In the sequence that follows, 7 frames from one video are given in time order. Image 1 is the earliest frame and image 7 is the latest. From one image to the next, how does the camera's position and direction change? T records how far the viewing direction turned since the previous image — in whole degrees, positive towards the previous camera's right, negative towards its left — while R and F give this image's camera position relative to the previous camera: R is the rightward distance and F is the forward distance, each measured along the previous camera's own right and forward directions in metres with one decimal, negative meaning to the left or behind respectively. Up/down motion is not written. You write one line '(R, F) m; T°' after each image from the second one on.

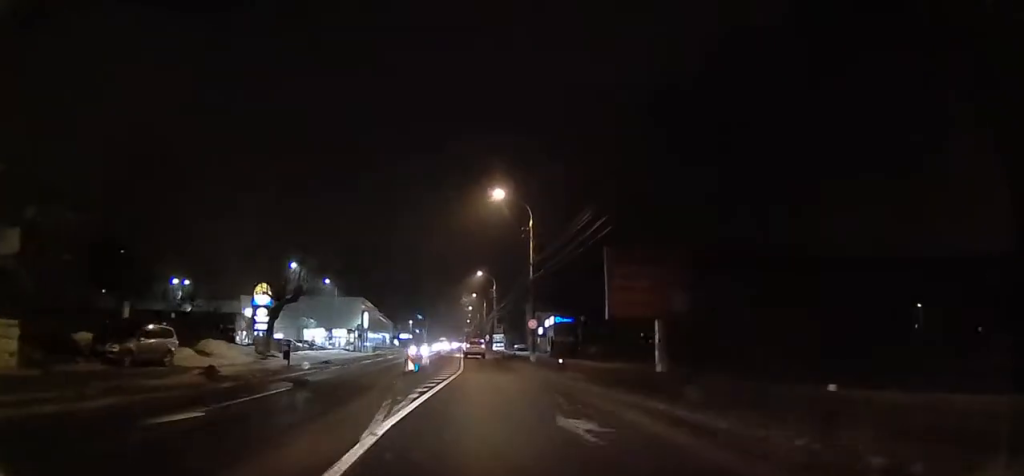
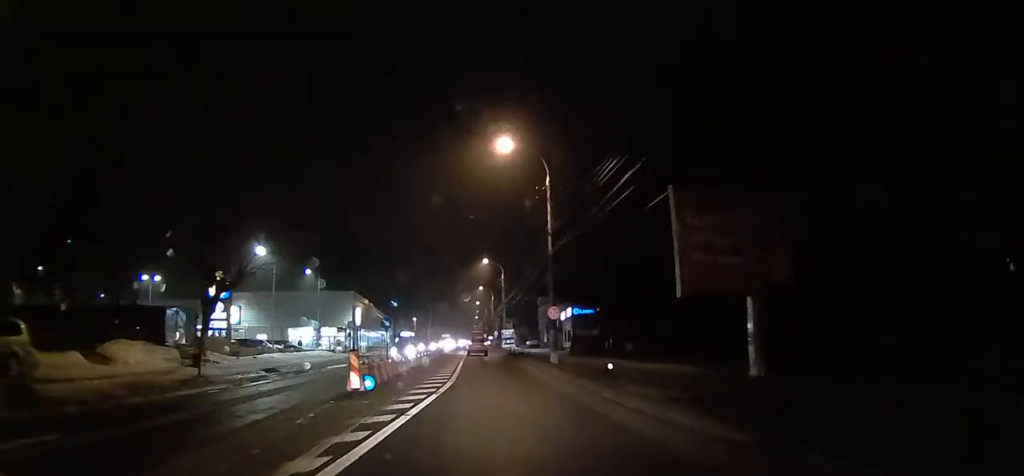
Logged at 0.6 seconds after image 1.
(-0.2, +8.8) m; -2°
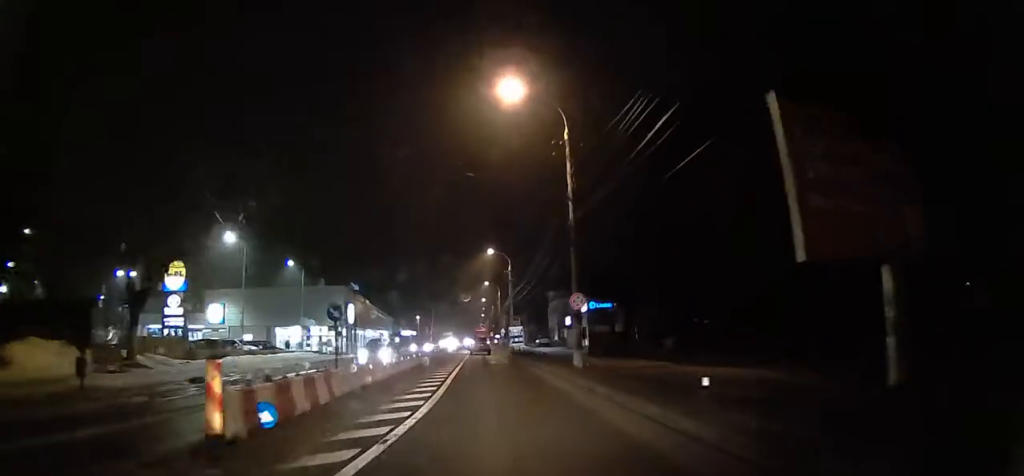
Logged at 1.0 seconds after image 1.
(-0.1, +6.3) m; -1°
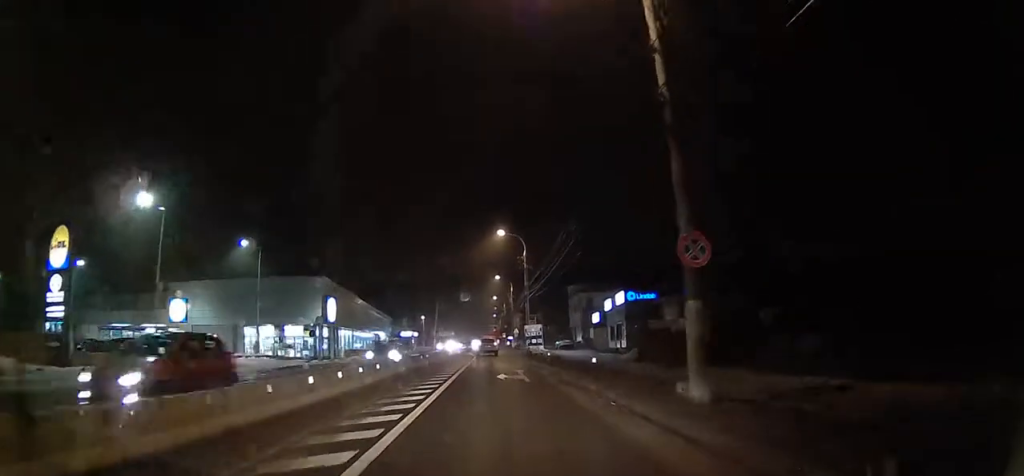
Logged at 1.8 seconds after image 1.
(-0.1, +11.6) m; -1°
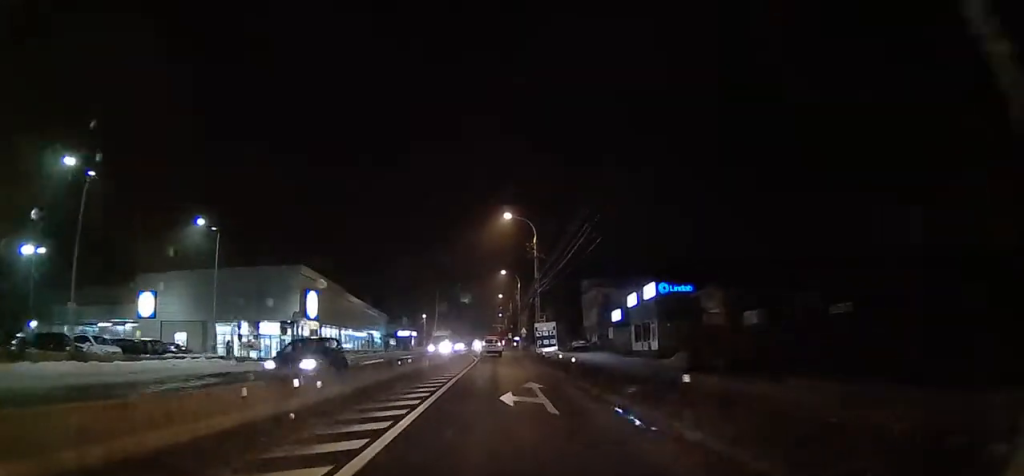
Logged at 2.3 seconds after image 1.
(0.0, +7.1) m; -2°
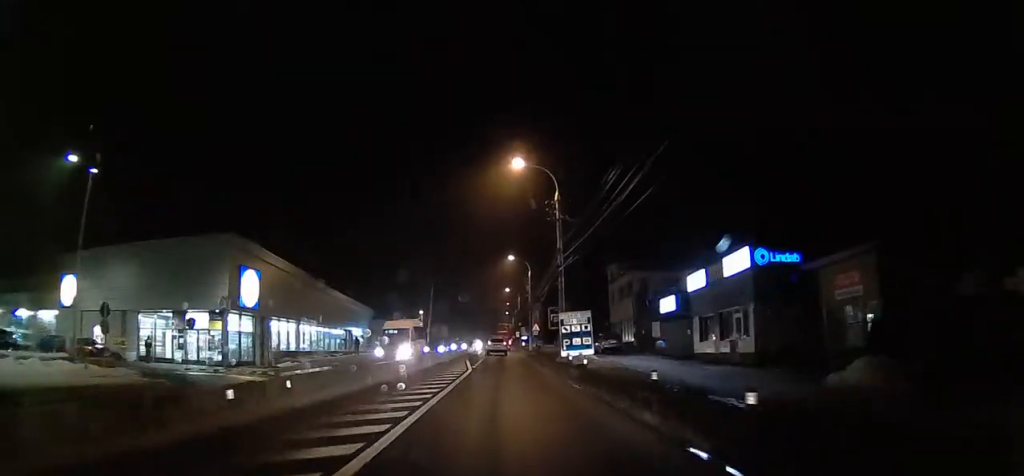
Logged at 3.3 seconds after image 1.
(-0.4, +12.8) m; -2°
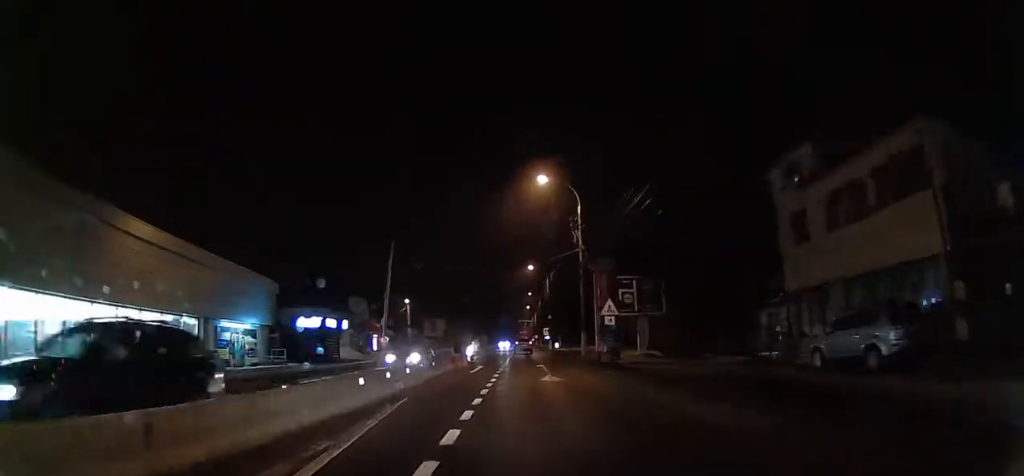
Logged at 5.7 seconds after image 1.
(-0.4, +31.7) m; -1°
